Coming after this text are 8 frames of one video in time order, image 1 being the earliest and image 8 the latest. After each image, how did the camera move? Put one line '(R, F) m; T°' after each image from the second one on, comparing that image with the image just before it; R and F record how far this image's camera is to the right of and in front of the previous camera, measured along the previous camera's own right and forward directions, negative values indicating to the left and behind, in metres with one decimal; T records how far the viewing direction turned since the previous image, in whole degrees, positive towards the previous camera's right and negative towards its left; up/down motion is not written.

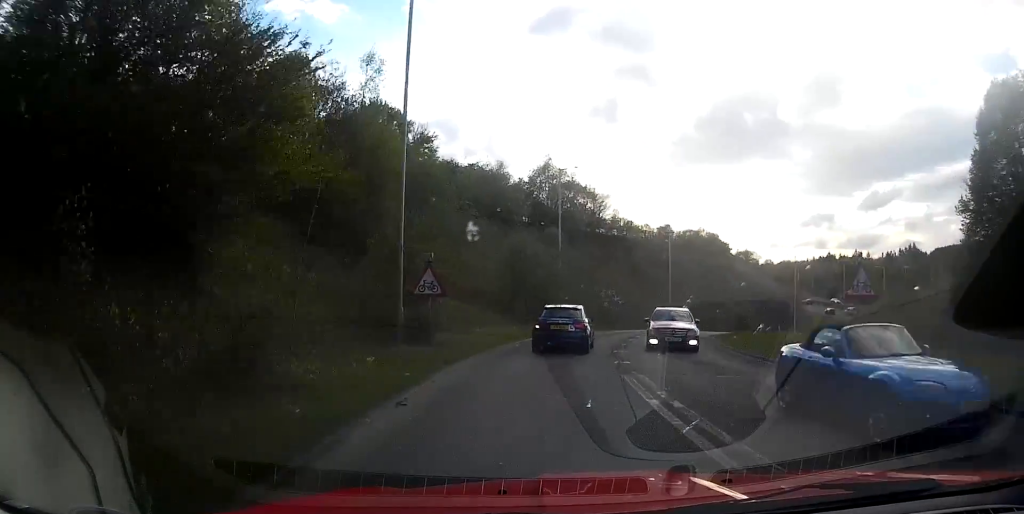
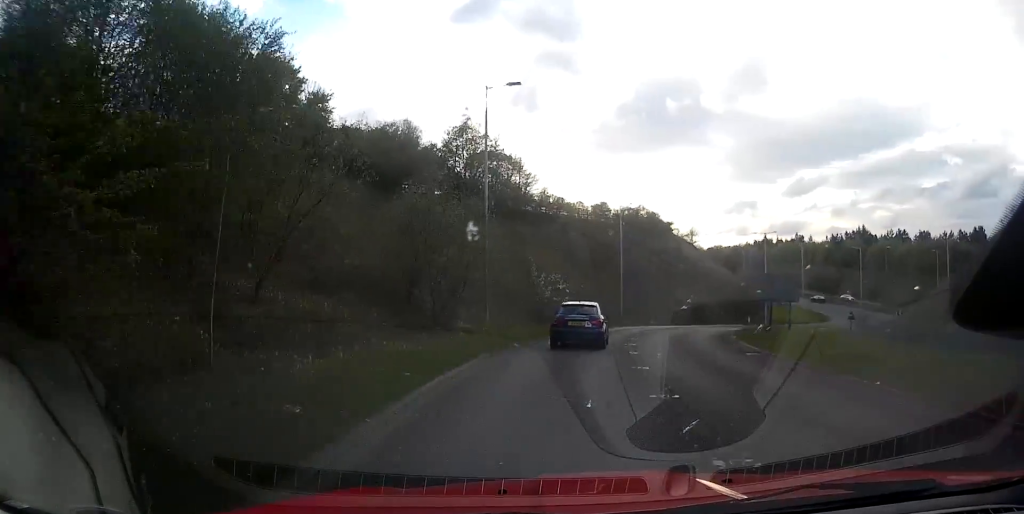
(+0.6, +13.6) m; +7°
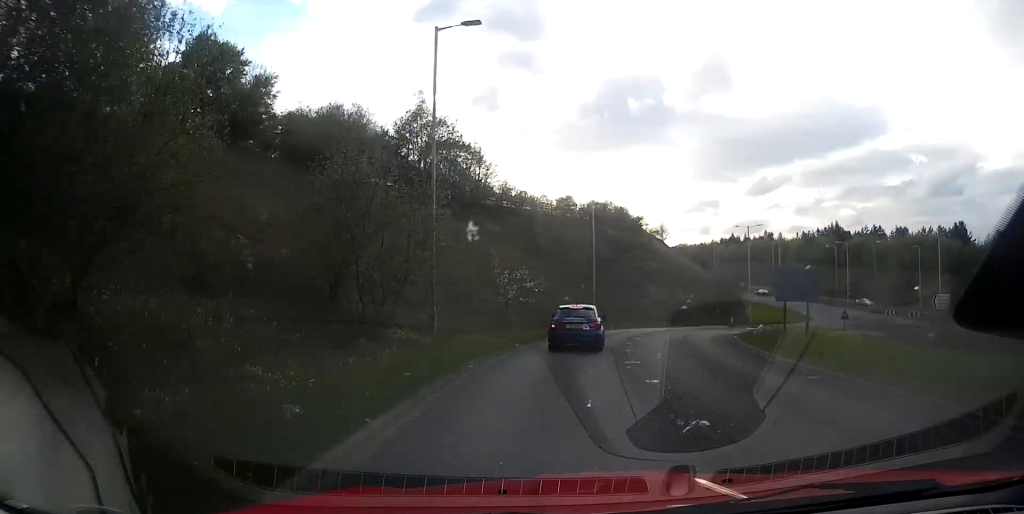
(0.0, +5.8) m; +3°
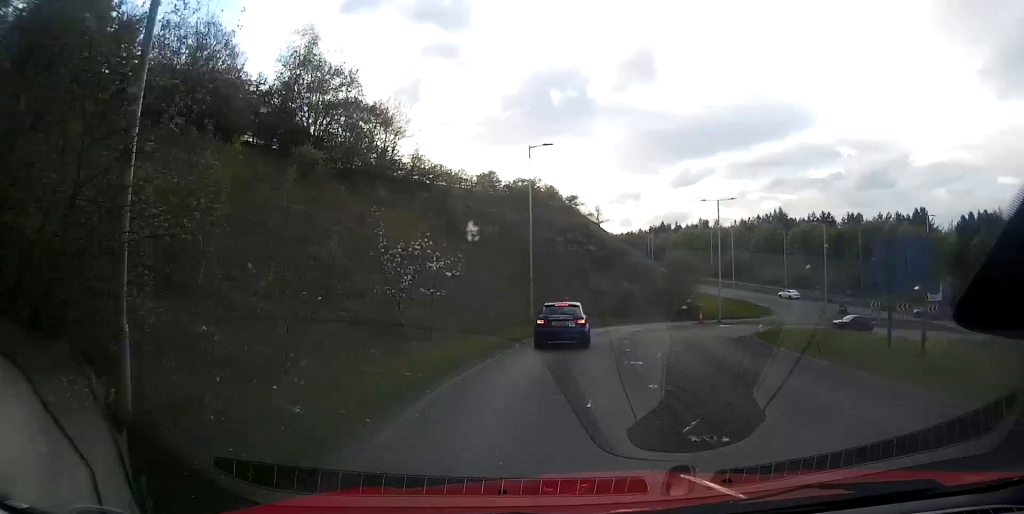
(+1.0, +13.0) m; +7°
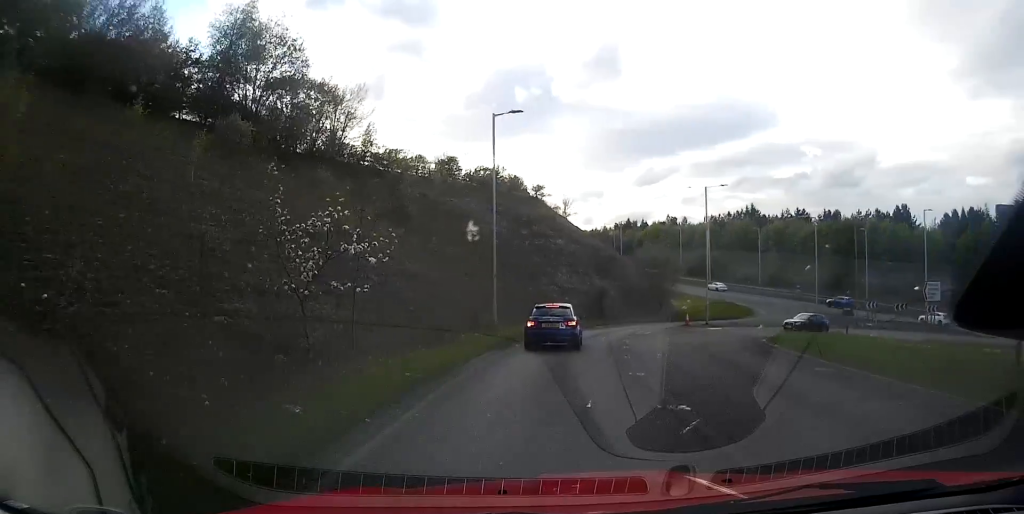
(+0.1, +6.2) m; +3°
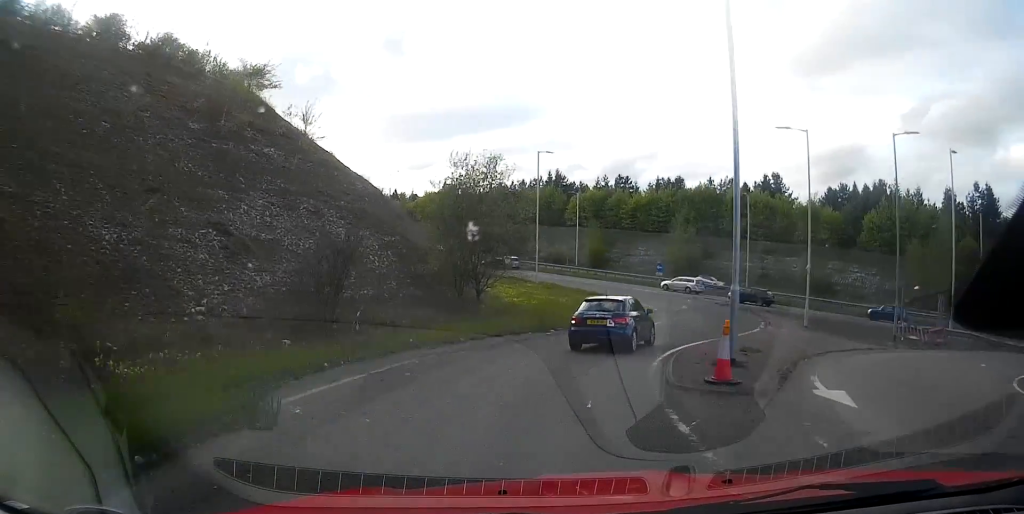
(+6.4, +35.0) m; +20°
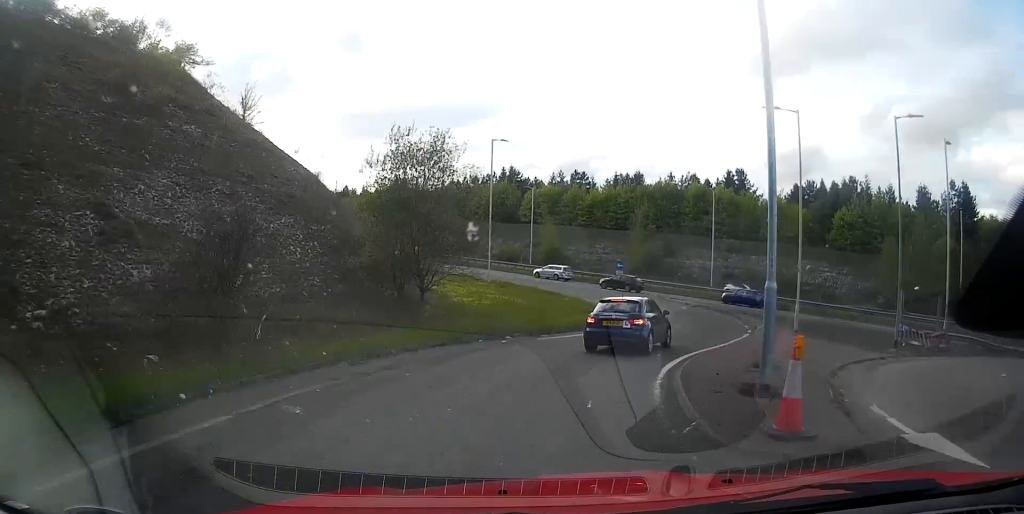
(+0.1, +4.1) m; +3°
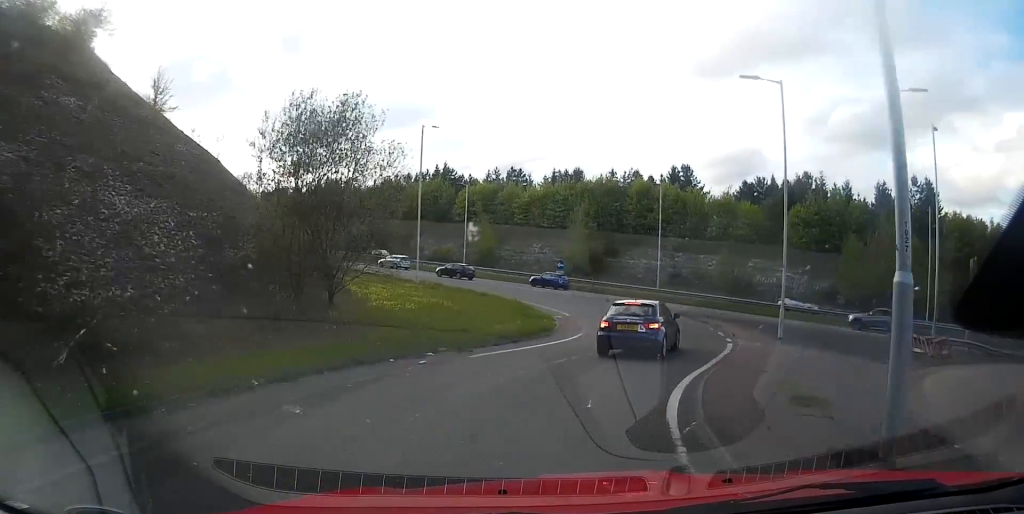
(+0.1, +4.8) m; +6°
